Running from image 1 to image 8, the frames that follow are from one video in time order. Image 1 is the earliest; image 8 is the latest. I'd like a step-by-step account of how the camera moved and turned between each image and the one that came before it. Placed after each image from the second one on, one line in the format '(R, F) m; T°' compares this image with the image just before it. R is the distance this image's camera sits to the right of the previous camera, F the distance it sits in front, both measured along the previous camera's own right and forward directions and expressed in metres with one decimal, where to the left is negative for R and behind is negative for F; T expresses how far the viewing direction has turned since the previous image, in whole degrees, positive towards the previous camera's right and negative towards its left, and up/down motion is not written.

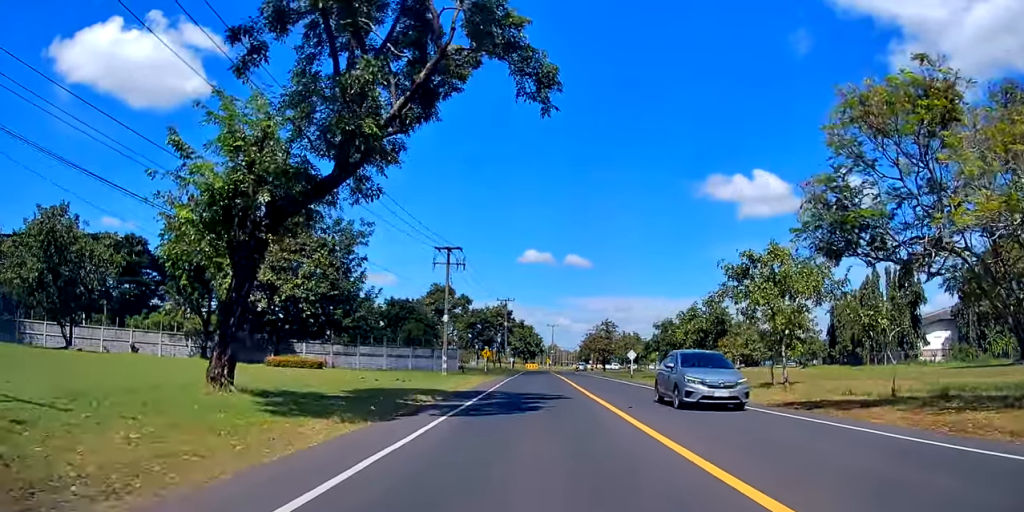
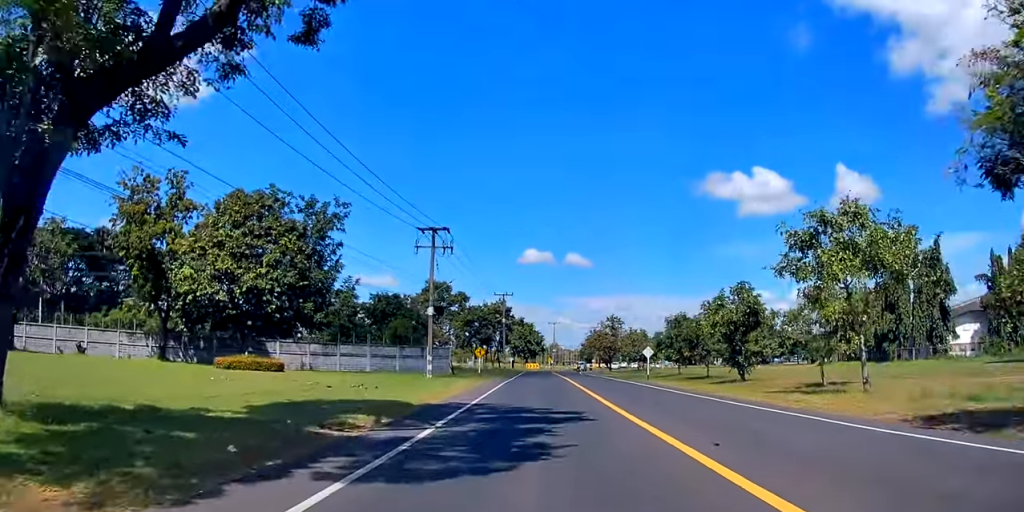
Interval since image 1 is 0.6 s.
(-0.1, +7.1) m; 0°
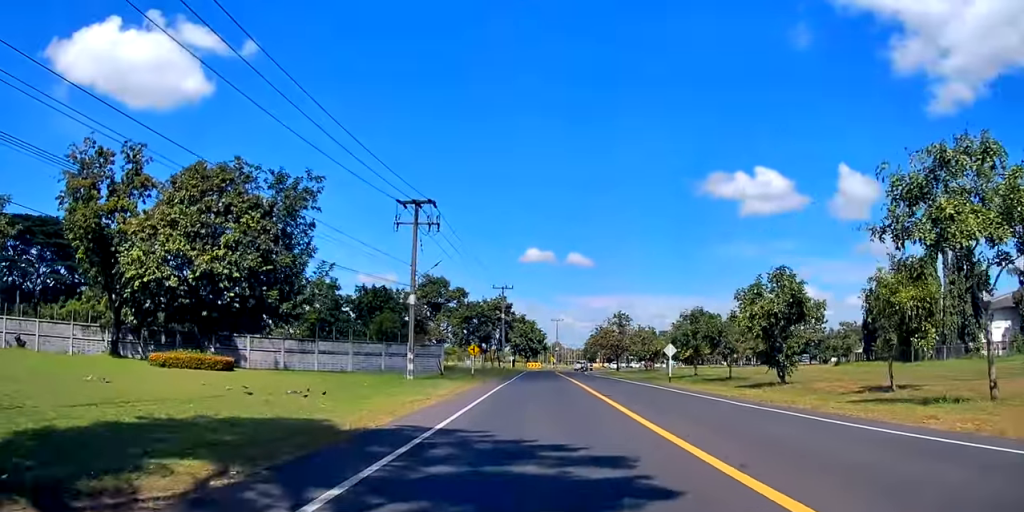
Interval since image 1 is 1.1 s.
(0.0, +6.5) m; 0°
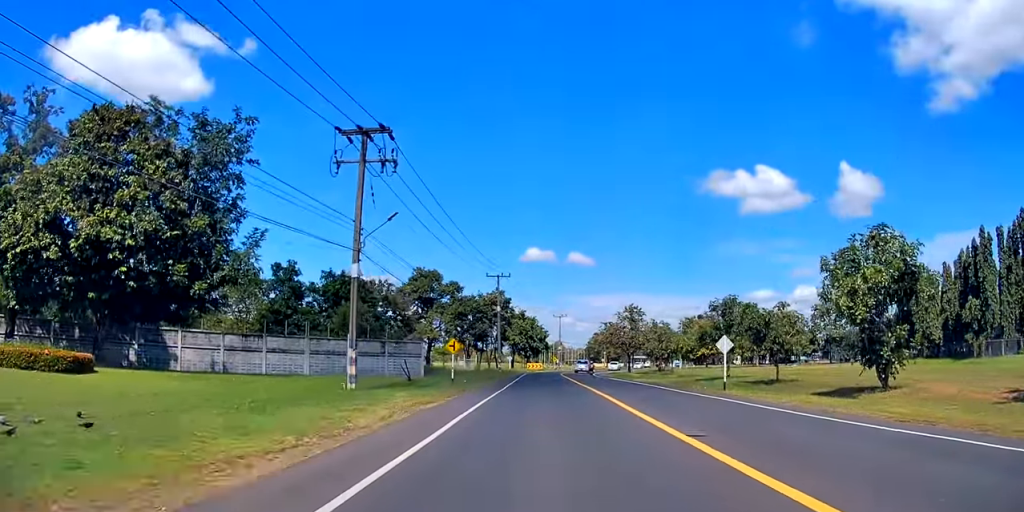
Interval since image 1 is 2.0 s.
(+0.1, +11.1) m; 0°
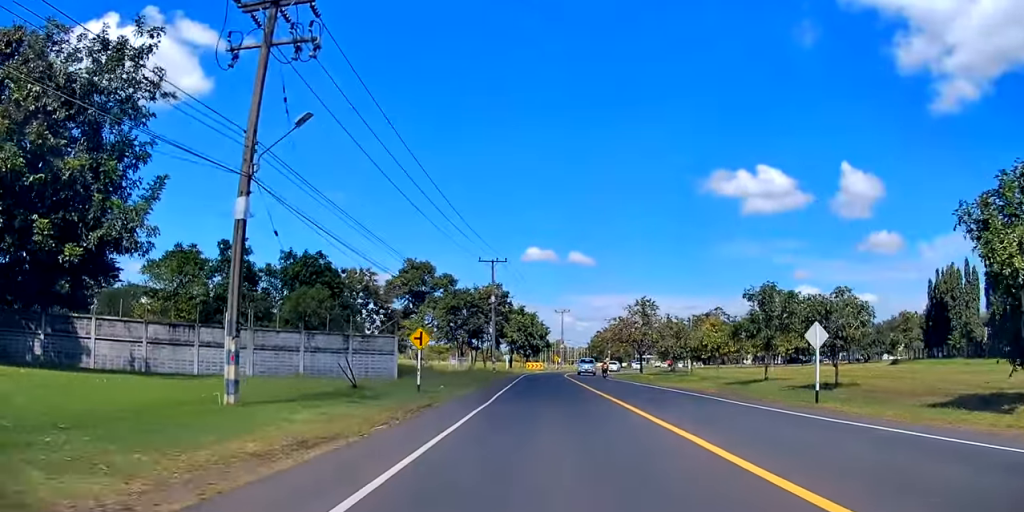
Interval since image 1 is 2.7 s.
(0.0, +9.3) m; 0°
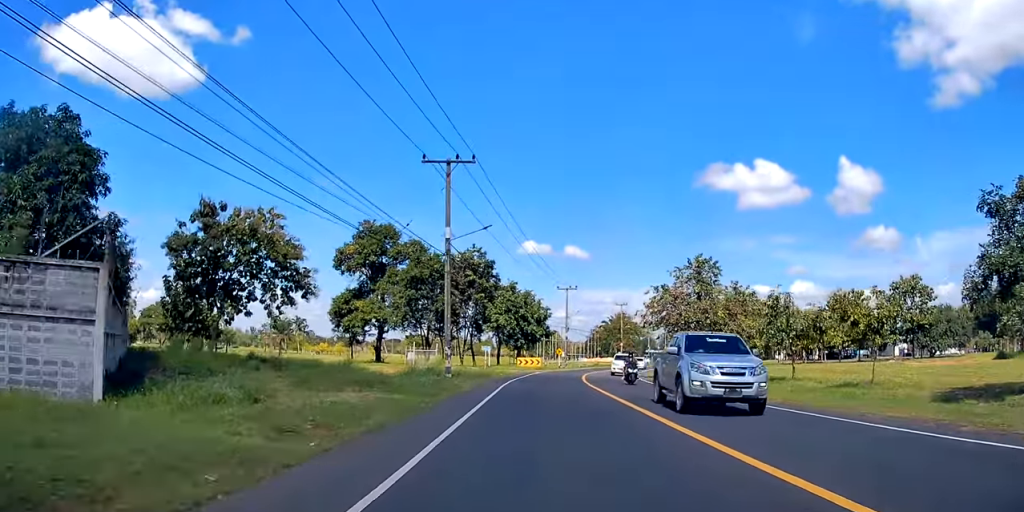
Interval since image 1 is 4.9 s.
(+0.3, +27.5) m; +1°
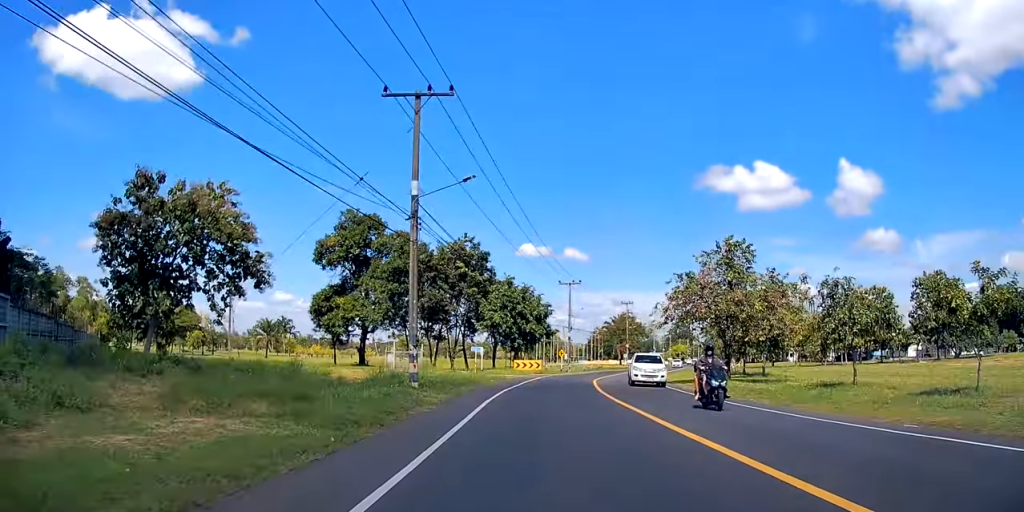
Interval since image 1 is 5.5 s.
(0.0, +8.1) m; 0°
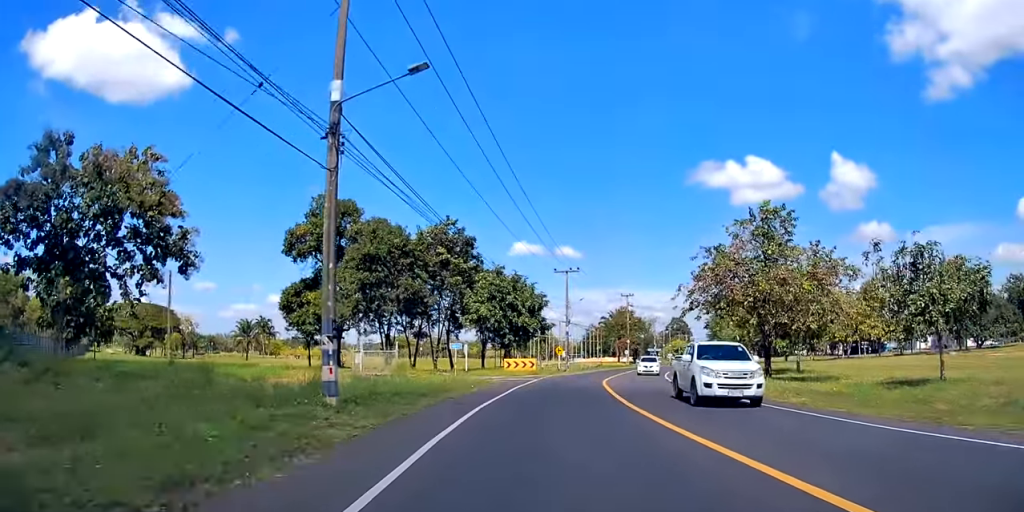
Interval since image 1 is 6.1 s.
(0.0, +8.2) m; 0°
